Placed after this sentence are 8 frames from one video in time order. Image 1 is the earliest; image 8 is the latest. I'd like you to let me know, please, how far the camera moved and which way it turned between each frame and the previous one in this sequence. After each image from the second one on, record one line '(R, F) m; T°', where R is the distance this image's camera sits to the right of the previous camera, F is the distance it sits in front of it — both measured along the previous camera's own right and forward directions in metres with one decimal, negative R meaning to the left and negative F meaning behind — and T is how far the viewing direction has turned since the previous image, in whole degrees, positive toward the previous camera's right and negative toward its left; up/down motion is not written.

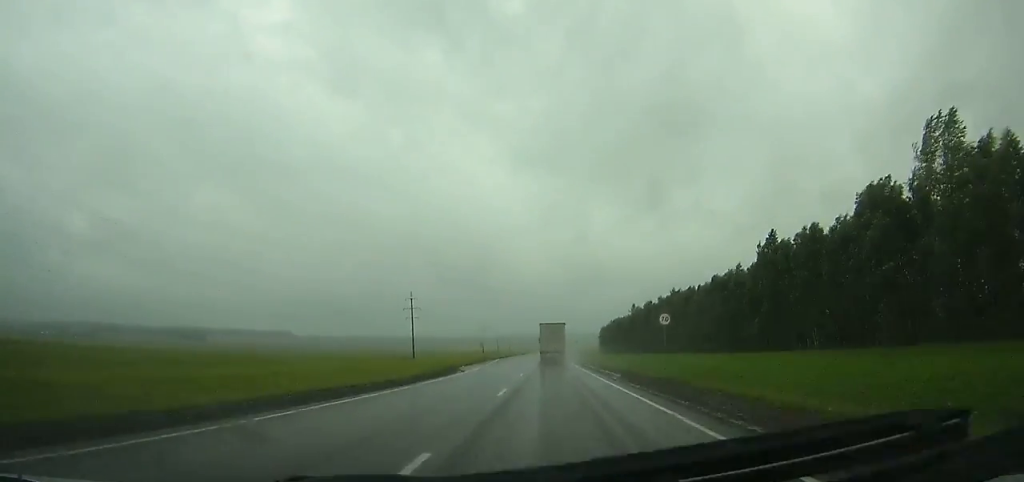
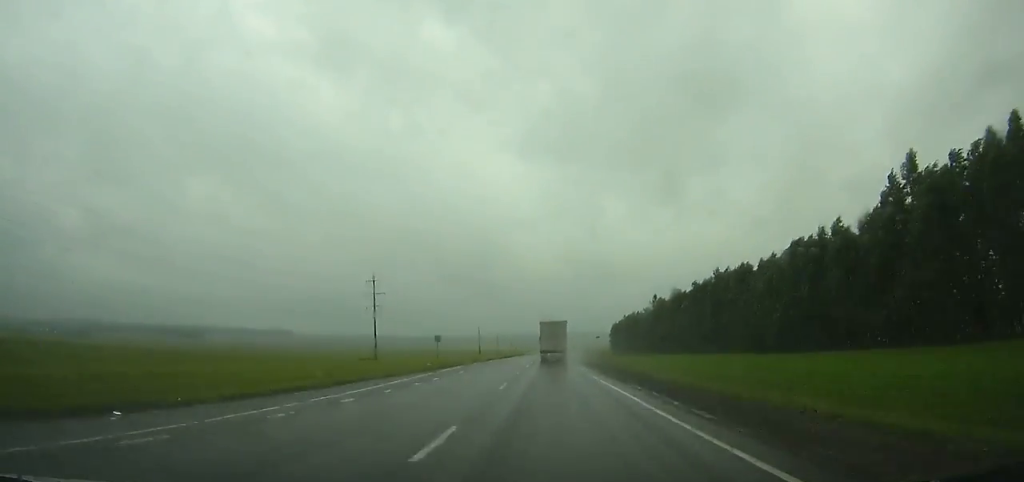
(+0.1, +46.0) m; 0°
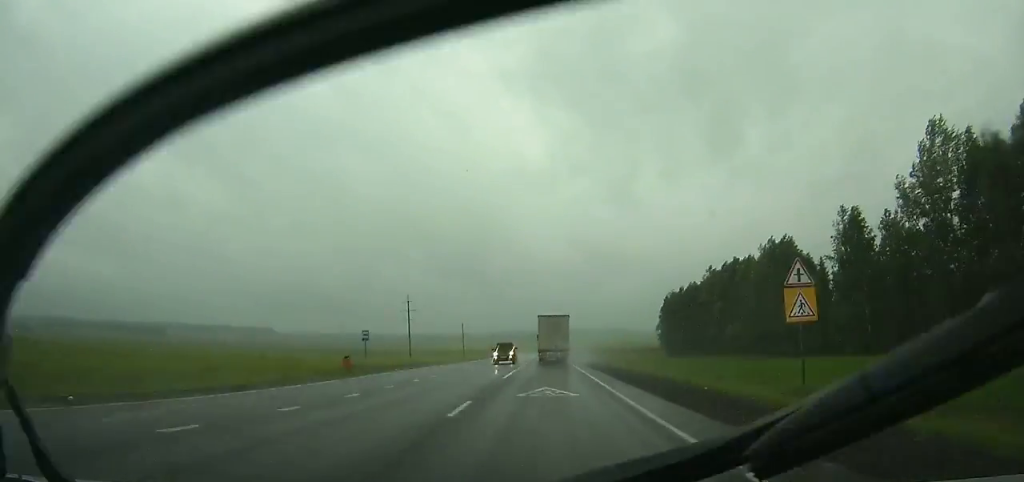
(+0.5, +180.2) m; 0°
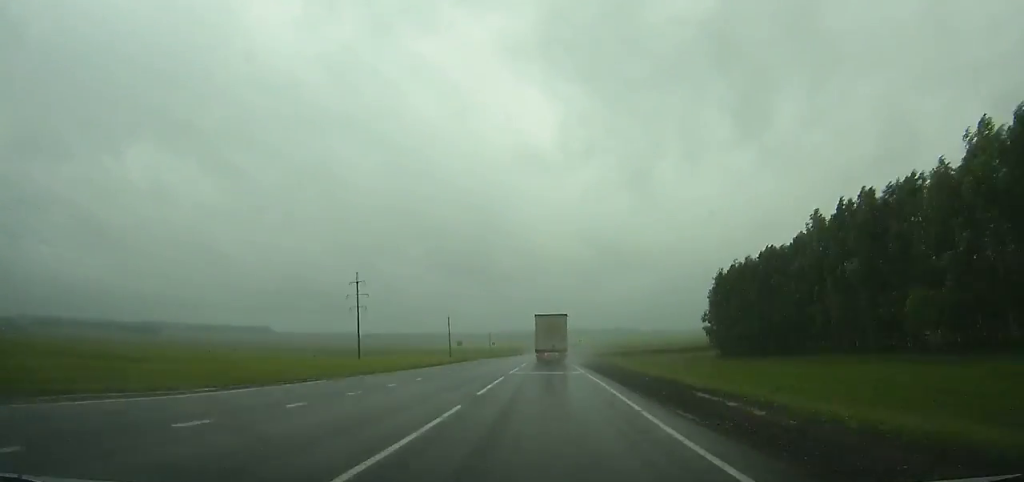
(+0.1, +54.1) m; 0°
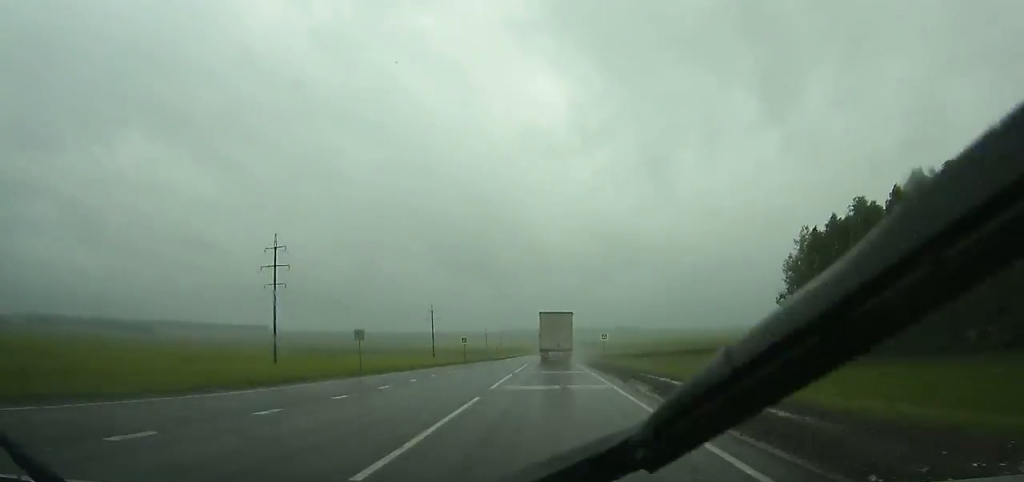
(-0.2, +43.7) m; 0°
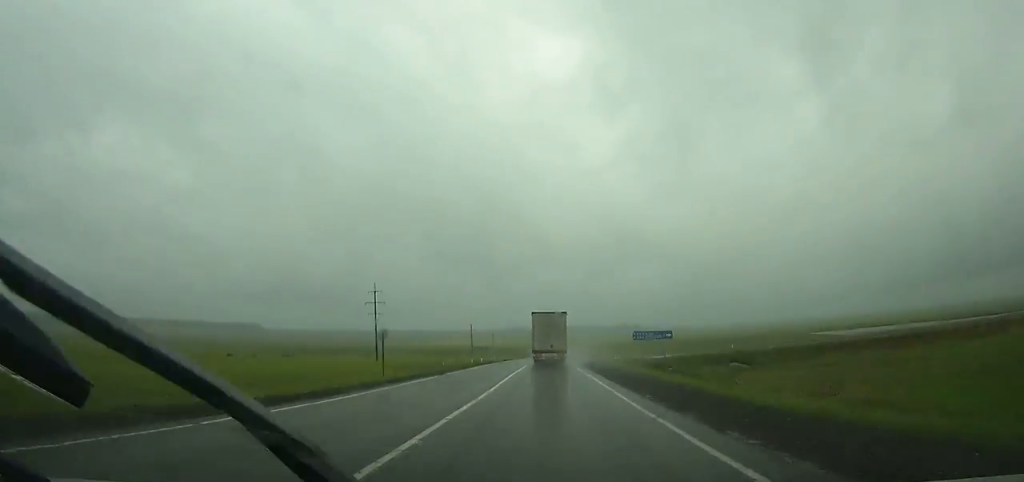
(-0.1, +73.0) m; 0°
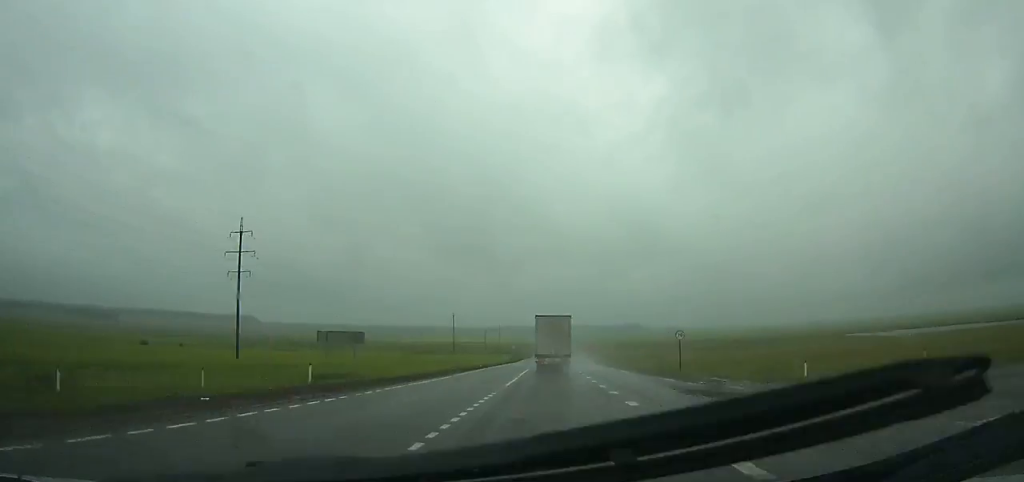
(-0.1, +73.7) m; 0°
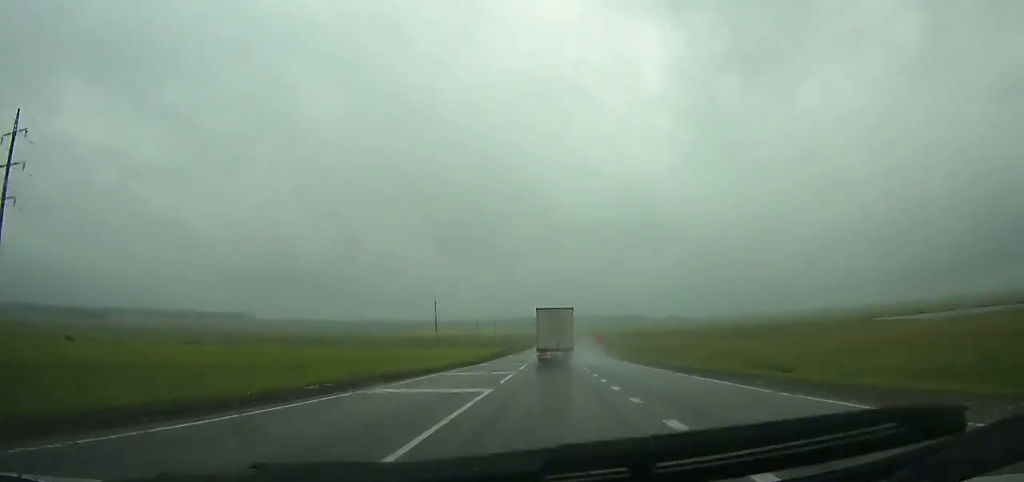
(0.0, +44.7) m; 0°
